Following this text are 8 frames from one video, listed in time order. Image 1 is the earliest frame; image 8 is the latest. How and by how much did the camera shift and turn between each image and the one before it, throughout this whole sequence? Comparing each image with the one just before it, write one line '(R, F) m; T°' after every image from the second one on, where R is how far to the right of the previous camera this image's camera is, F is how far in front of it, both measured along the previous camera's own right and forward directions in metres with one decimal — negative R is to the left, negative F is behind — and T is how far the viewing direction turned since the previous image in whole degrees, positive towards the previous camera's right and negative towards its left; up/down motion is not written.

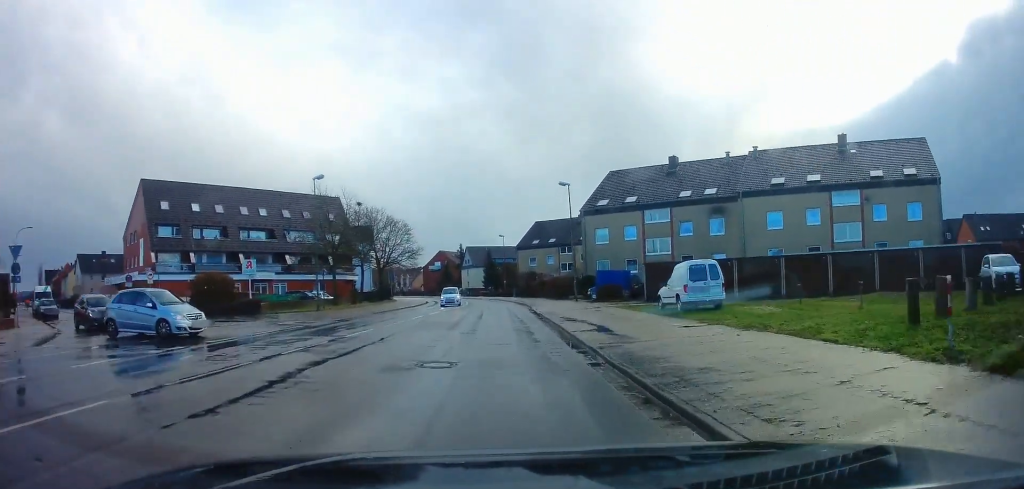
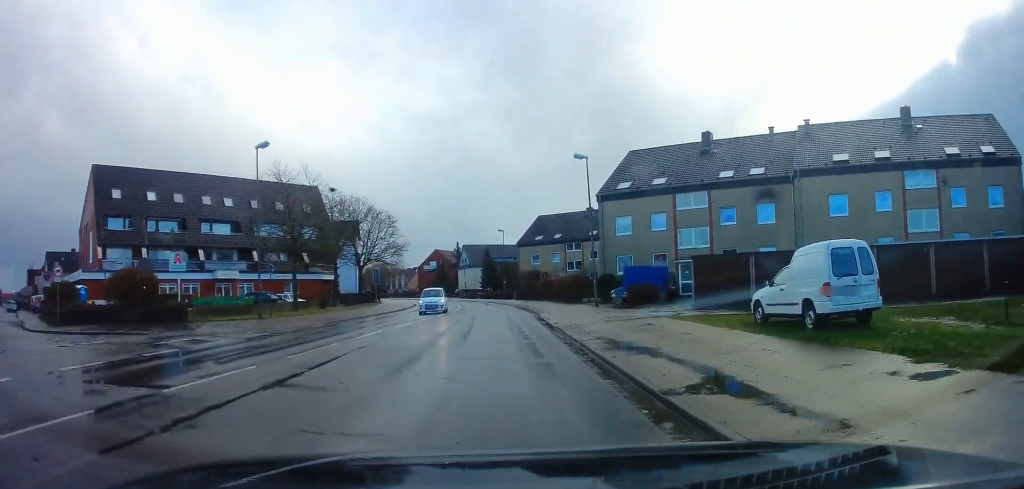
(0.0, +9.4) m; 0°
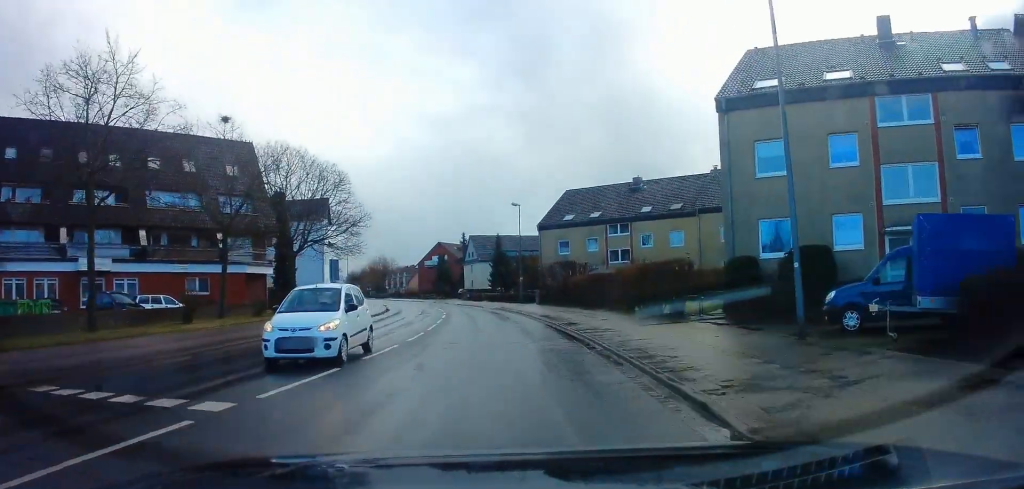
(-0.3, +22.4) m; -2°
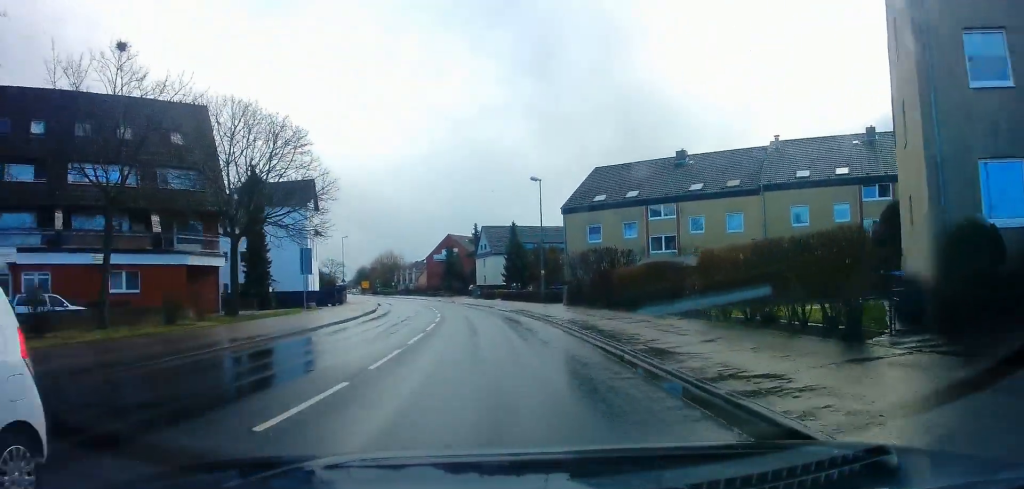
(-0.2, +10.4) m; -2°
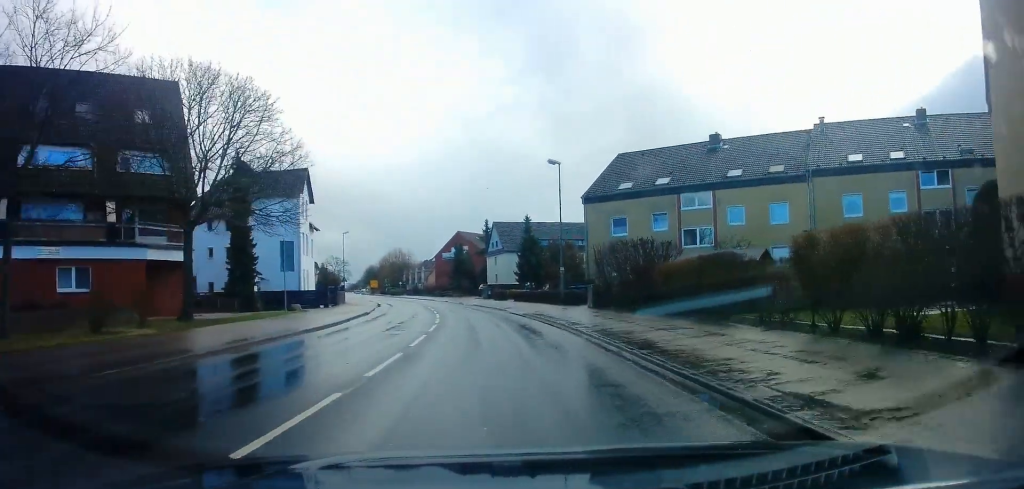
(-0.1, +5.5) m; -1°
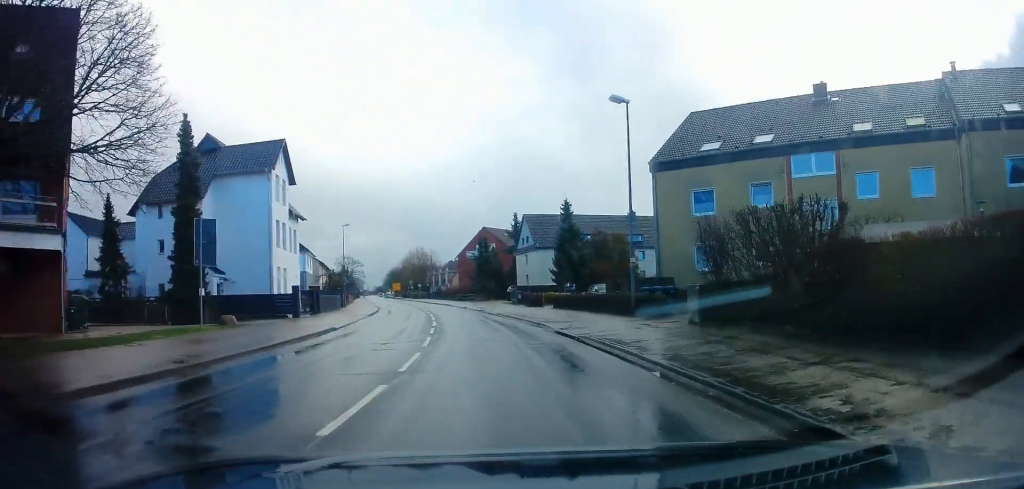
(-0.2, +12.5) m; -3°
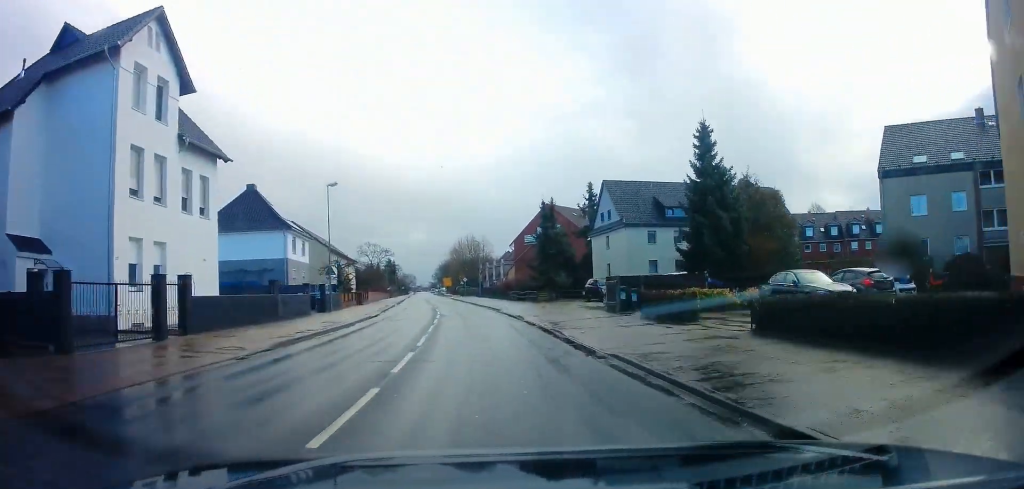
(-1.3, +22.8) m; -6°
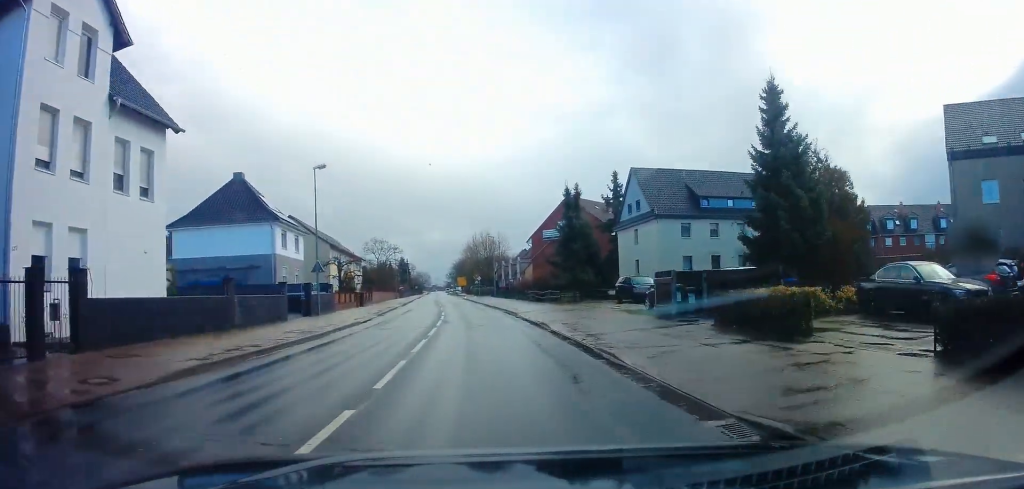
(0.0, +6.0) m; -2°
